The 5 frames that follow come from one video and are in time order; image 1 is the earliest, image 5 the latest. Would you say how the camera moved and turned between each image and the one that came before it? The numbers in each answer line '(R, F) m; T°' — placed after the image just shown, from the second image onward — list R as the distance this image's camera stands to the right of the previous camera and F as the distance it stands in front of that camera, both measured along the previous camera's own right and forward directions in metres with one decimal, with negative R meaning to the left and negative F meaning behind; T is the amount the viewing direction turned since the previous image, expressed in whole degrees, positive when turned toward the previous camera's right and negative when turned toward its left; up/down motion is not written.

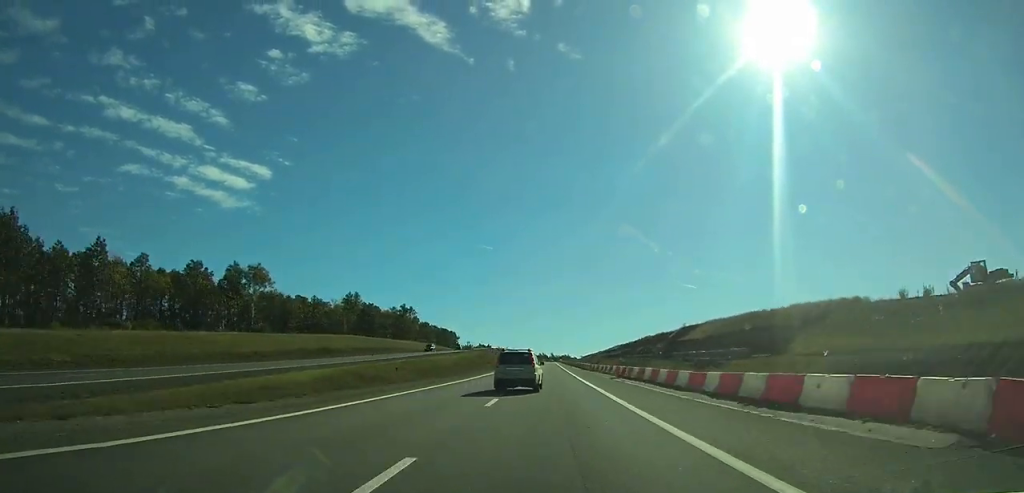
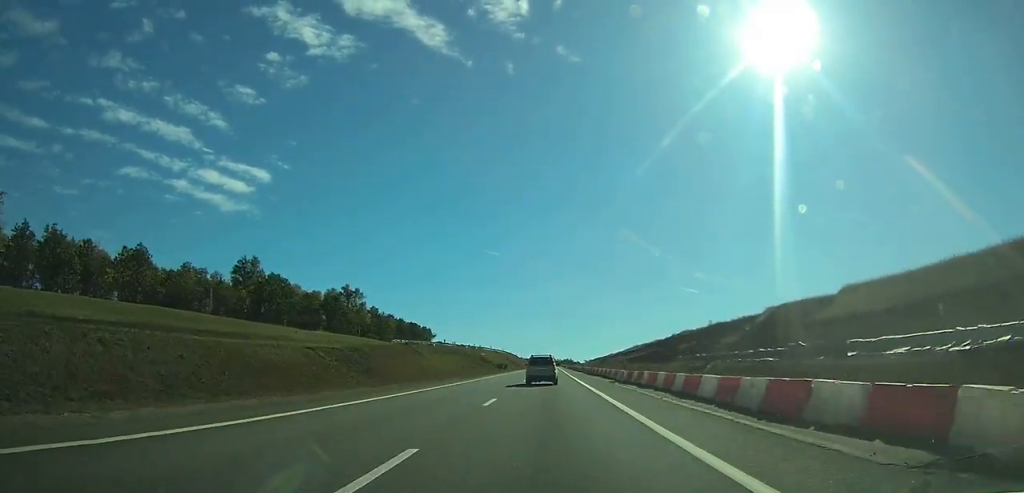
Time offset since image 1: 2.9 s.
(+0.1, +69.3) m; 0°
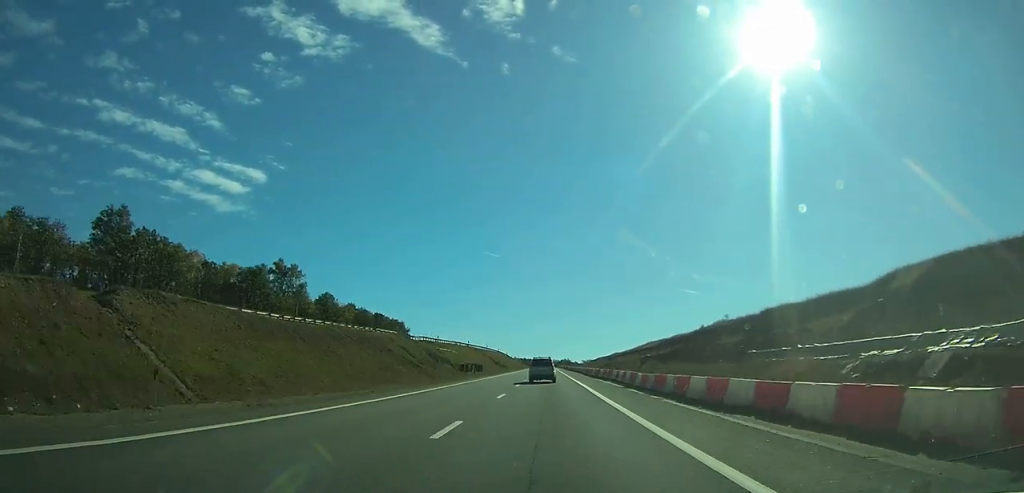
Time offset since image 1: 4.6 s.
(0.0, +42.1) m; 0°
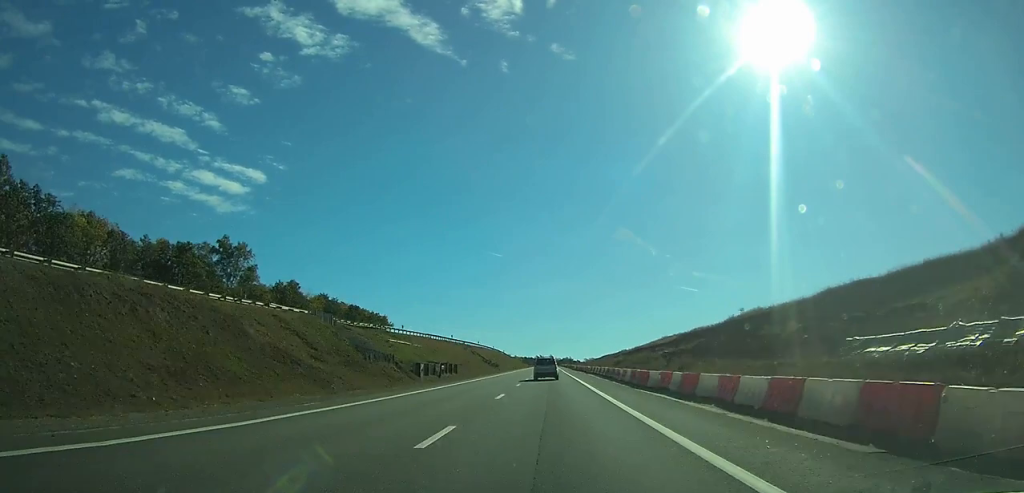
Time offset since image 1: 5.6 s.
(0.0, +24.4) m; 0°
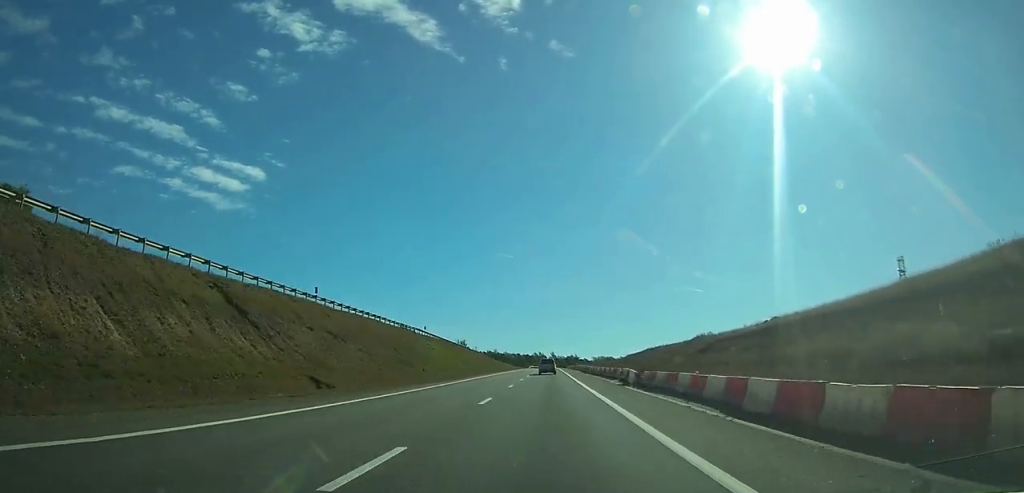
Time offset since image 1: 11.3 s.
(0.0, +142.6) m; 0°
